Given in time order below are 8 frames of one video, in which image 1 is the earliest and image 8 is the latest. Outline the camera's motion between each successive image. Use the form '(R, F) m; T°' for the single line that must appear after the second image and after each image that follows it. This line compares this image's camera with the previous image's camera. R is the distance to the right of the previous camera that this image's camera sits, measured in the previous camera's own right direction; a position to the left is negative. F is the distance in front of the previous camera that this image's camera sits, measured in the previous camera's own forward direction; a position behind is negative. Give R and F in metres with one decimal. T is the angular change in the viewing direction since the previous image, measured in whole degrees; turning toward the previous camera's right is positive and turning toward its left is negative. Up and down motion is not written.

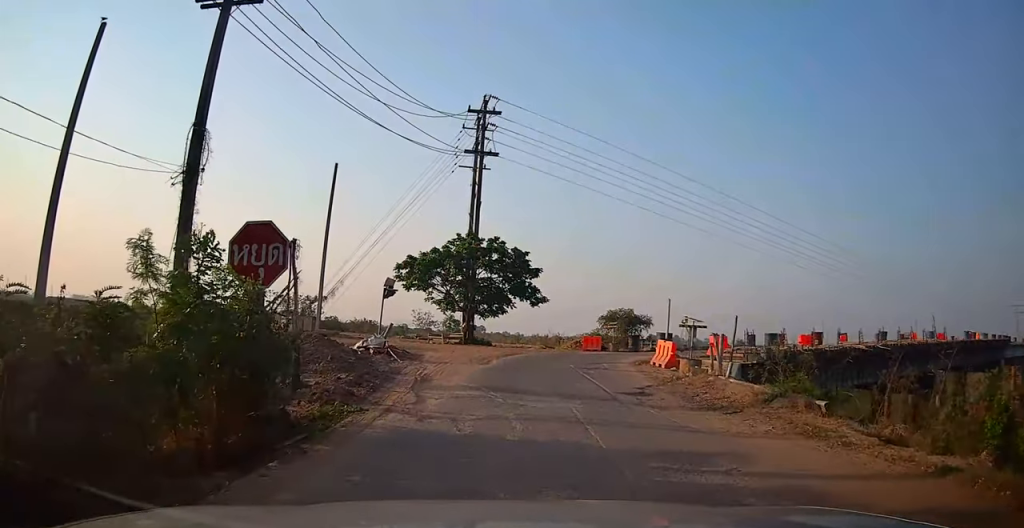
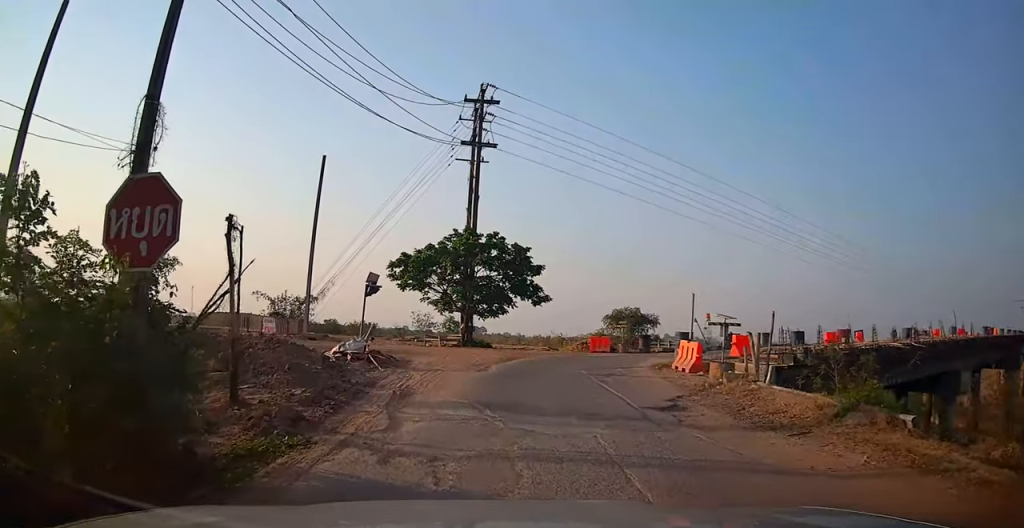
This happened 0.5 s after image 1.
(0.0, +2.2) m; +1°
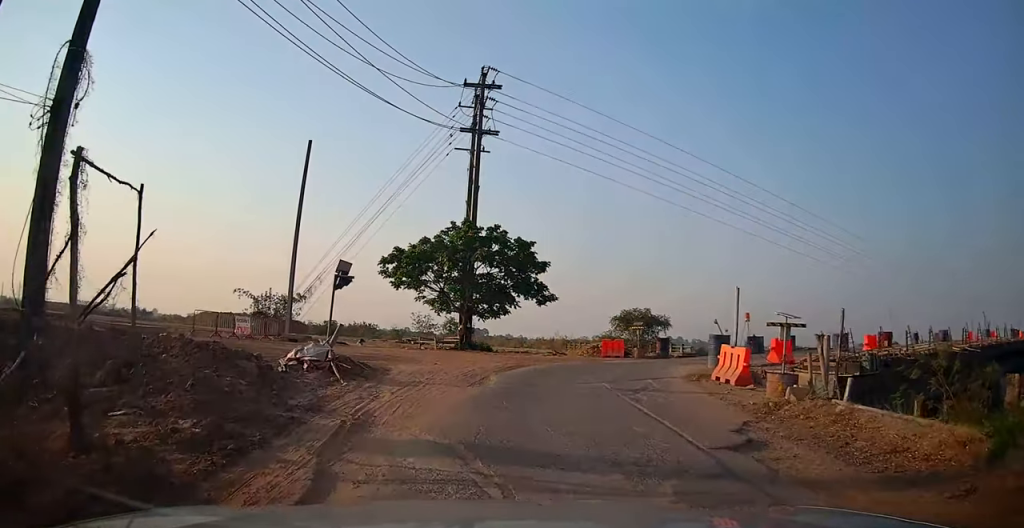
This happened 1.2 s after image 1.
(0.0, +2.6) m; +2°
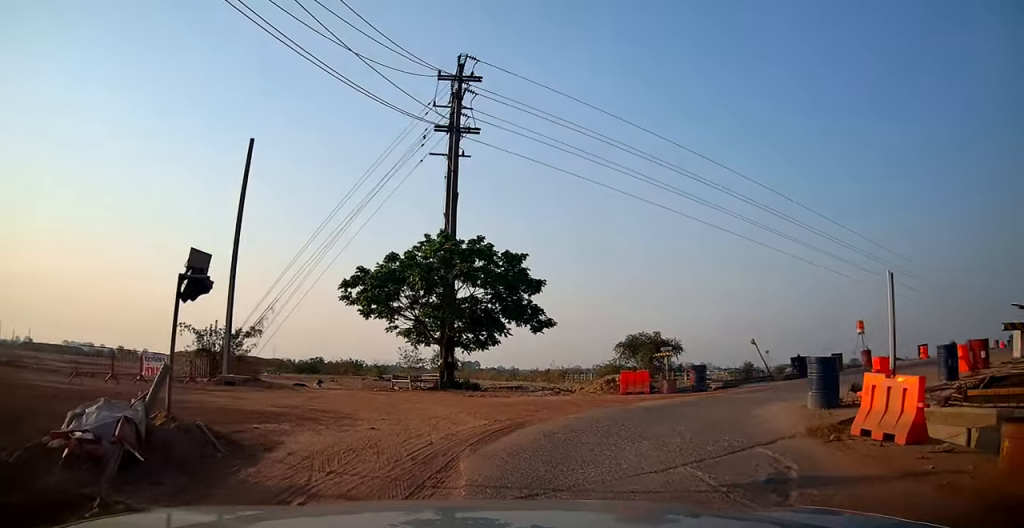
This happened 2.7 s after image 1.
(+0.2, +5.3) m; +4°
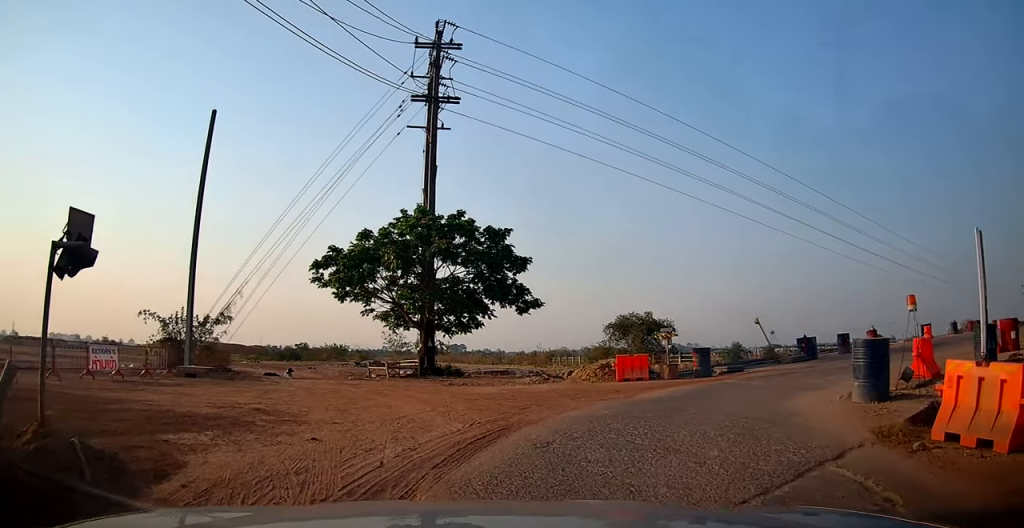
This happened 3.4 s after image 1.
(0.0, +2.0) m; +2°
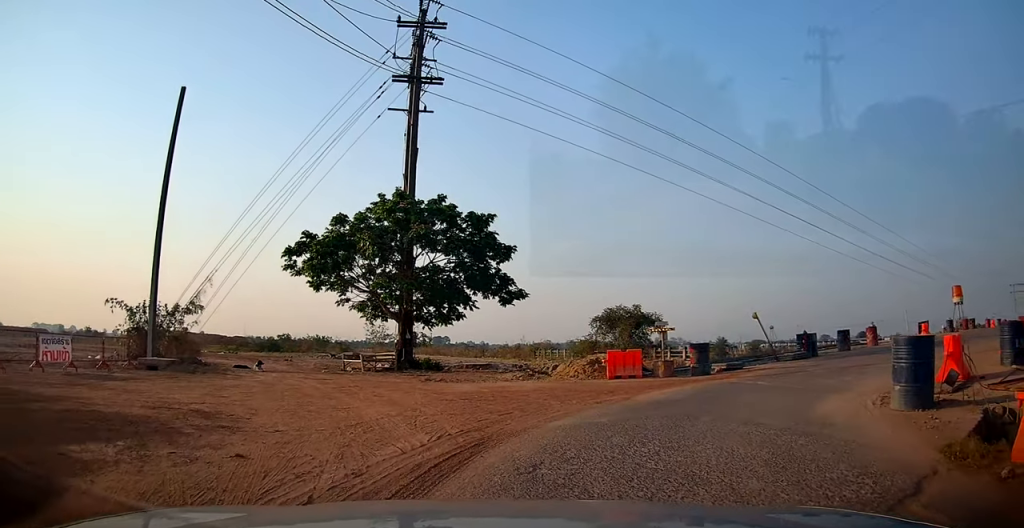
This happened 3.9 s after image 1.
(+0.1, +1.5) m; +2°
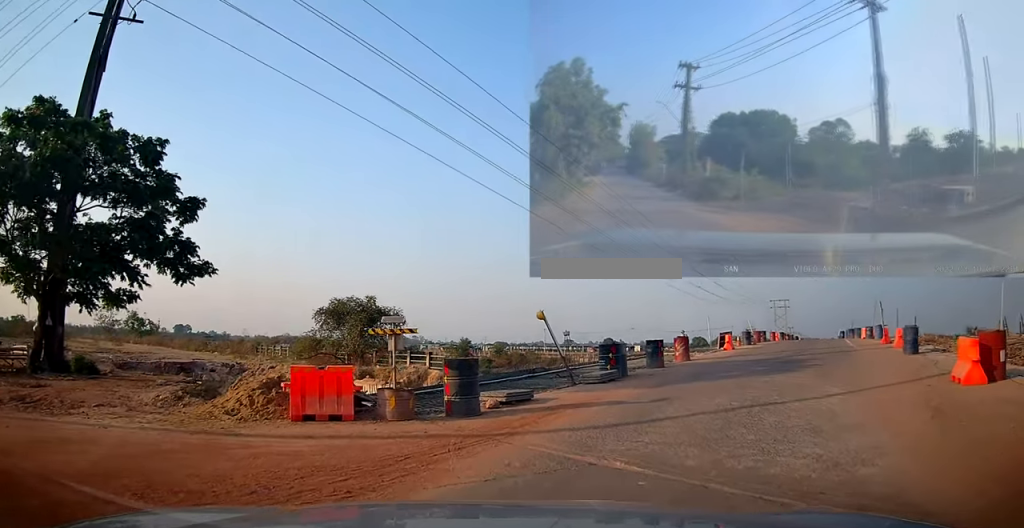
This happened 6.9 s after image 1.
(+1.6, +8.3) m; +25°
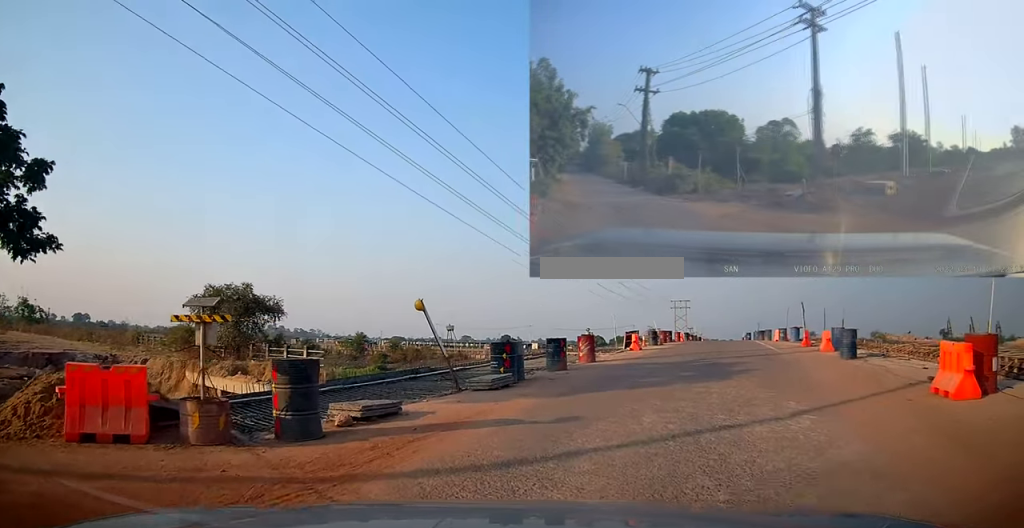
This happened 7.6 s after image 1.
(+0.1, +2.4) m; +6°
